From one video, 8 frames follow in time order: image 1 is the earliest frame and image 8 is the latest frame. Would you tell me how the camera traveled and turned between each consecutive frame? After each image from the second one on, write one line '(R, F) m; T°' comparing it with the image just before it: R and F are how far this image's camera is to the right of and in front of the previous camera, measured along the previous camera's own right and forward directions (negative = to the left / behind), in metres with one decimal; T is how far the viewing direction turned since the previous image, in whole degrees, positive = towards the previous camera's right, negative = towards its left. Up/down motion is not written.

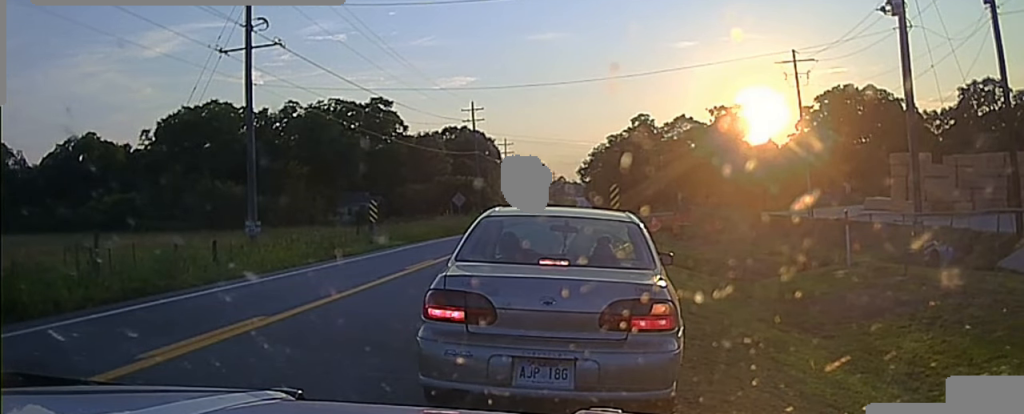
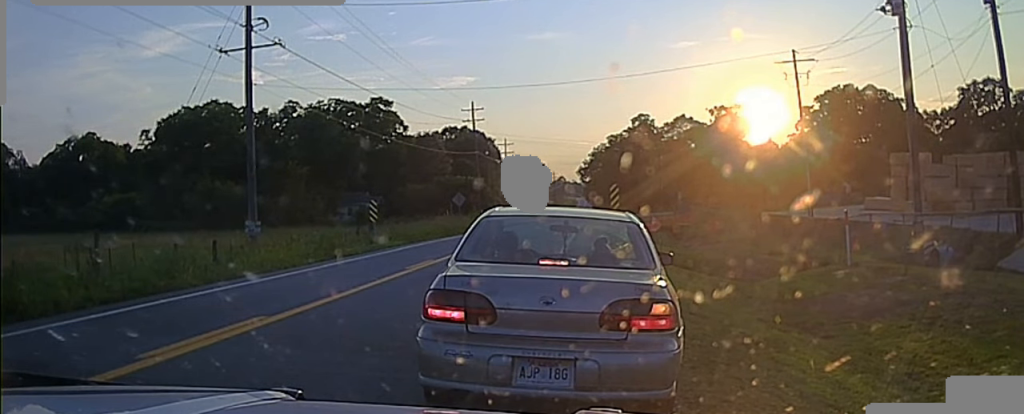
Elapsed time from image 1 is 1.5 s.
(0.0, +0.2) m; 0°
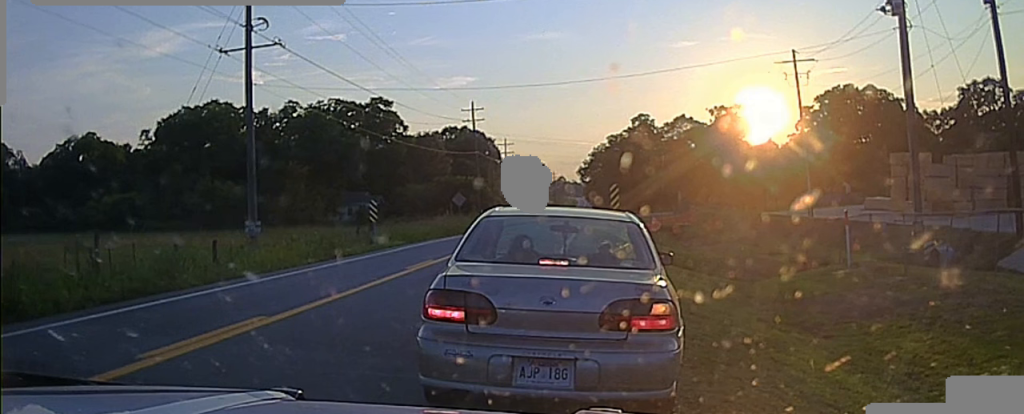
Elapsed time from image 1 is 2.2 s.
(0.0, 0.0) m; 0°
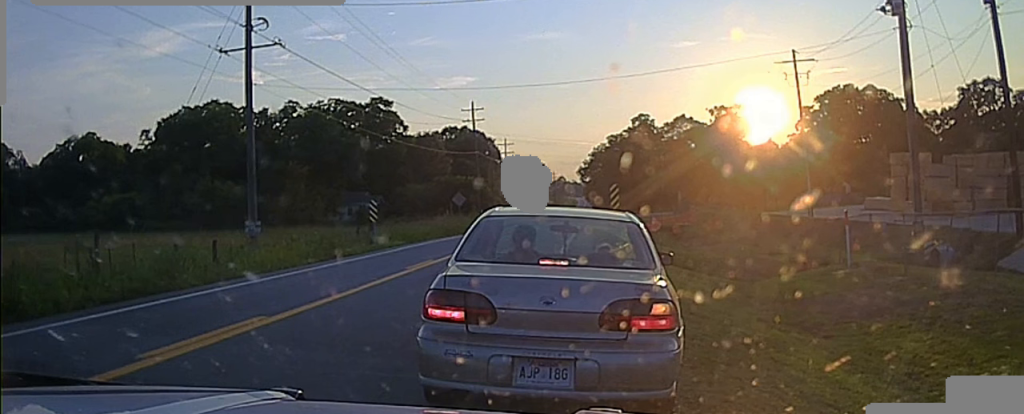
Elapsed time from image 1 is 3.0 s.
(0.0, 0.0) m; 0°
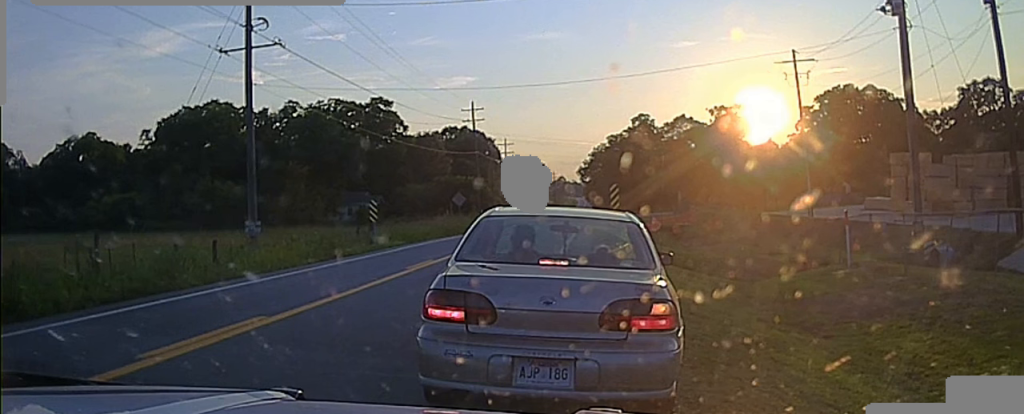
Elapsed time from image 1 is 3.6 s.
(0.0, 0.0) m; 0°
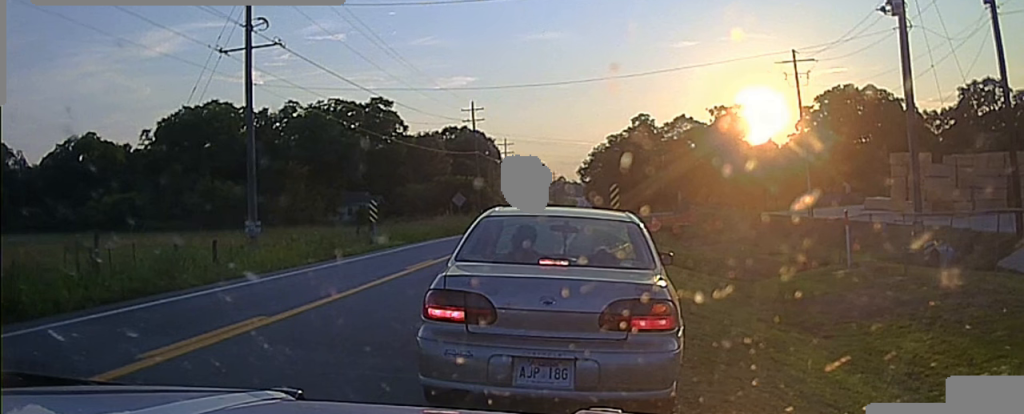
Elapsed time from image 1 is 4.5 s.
(0.0, 0.0) m; 0°
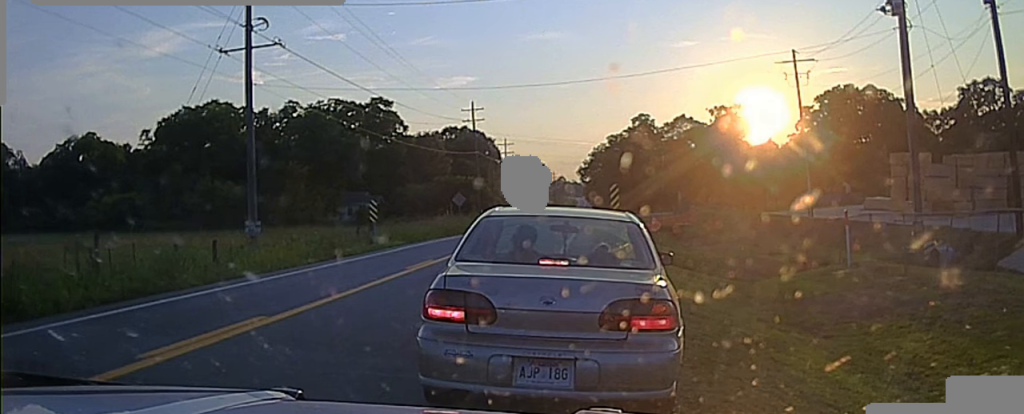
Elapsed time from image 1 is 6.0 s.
(0.0, 0.0) m; 0°
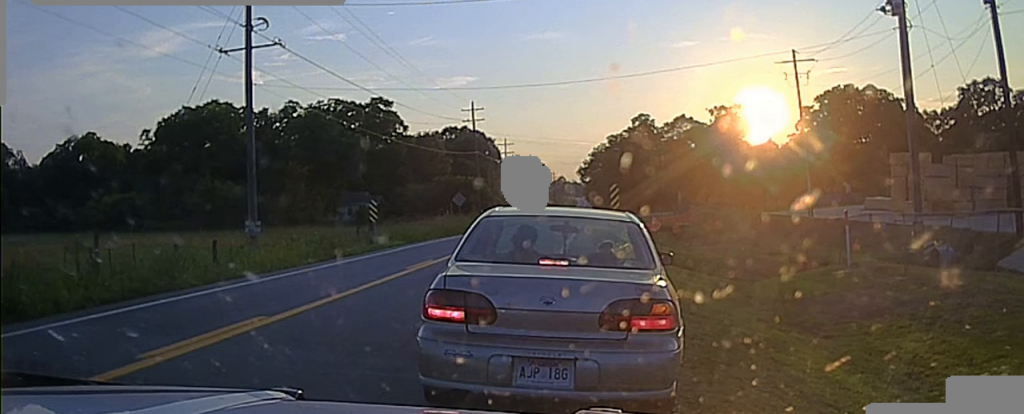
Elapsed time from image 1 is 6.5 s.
(0.0, 0.0) m; 0°
